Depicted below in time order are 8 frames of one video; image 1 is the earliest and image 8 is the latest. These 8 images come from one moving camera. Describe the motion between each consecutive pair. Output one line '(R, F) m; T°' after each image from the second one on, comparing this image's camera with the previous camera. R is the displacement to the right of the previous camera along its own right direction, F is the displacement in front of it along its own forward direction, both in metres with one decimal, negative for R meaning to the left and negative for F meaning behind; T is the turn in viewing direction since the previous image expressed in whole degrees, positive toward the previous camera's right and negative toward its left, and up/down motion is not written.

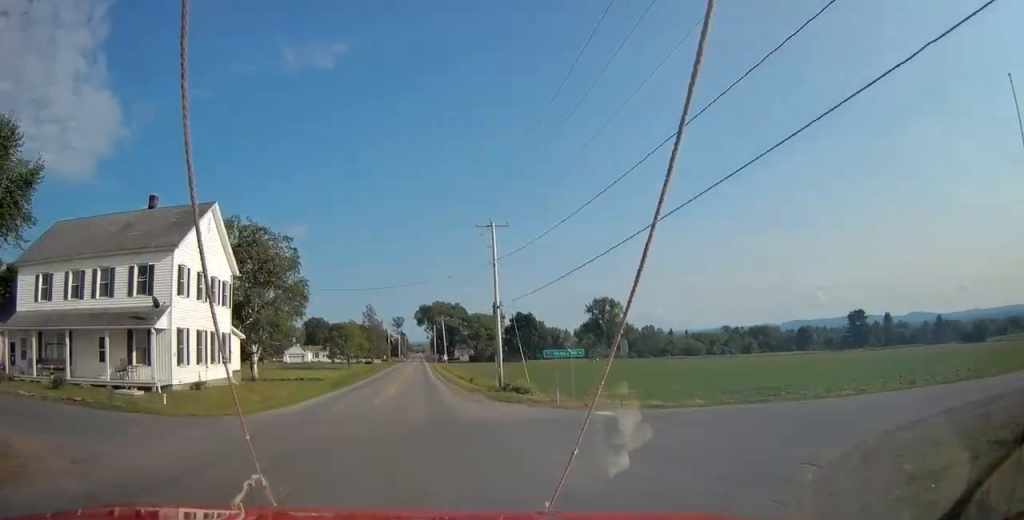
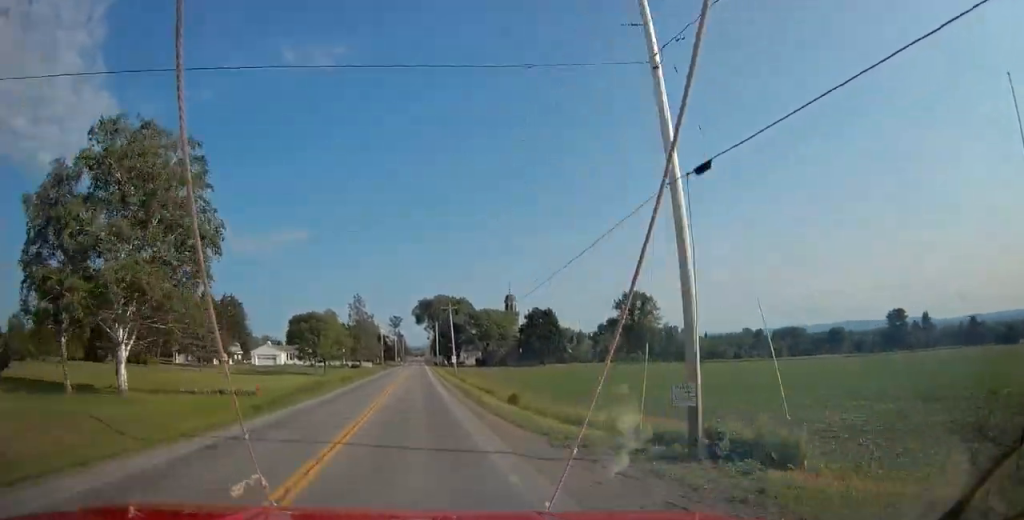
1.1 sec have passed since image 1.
(0.0, +29.2) m; 0°
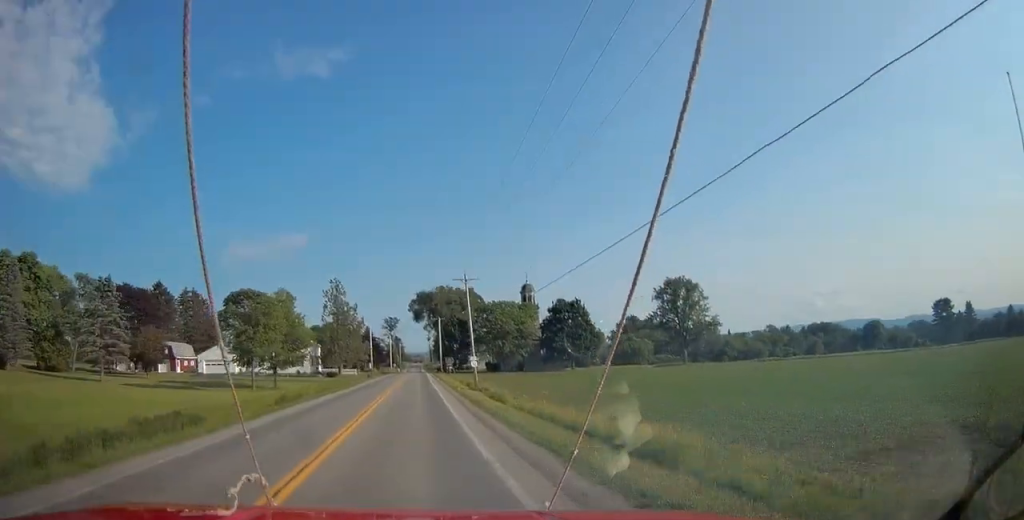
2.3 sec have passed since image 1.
(0.0, +30.9) m; 0°
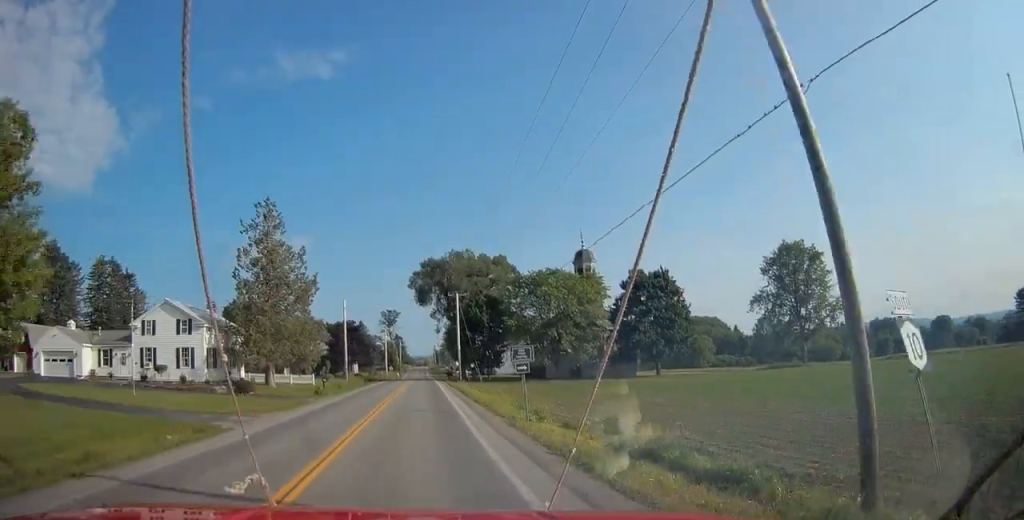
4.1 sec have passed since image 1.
(+0.1, +46.4) m; 0°
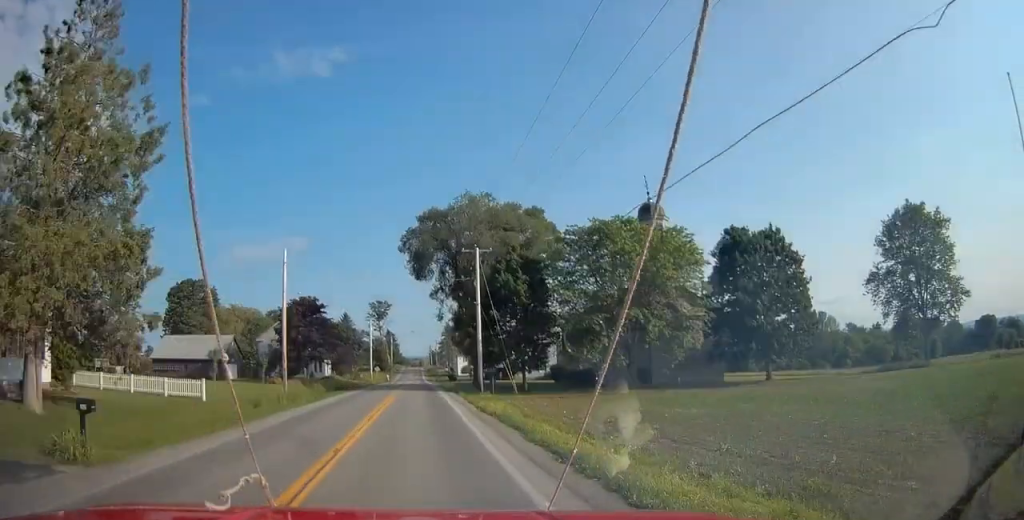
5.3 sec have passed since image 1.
(+0.2, +31.0) m; 0°
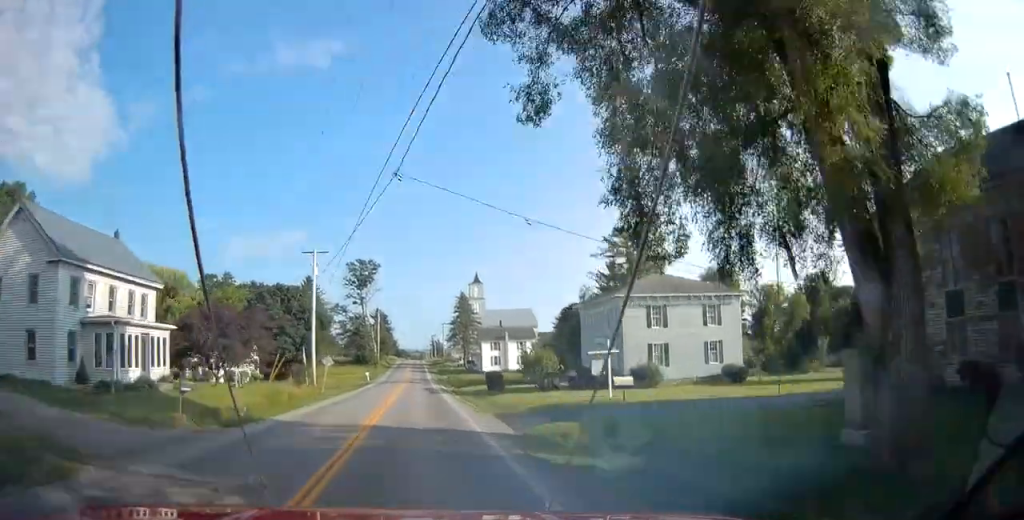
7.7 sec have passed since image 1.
(-0.2, +60.3) m; 0°
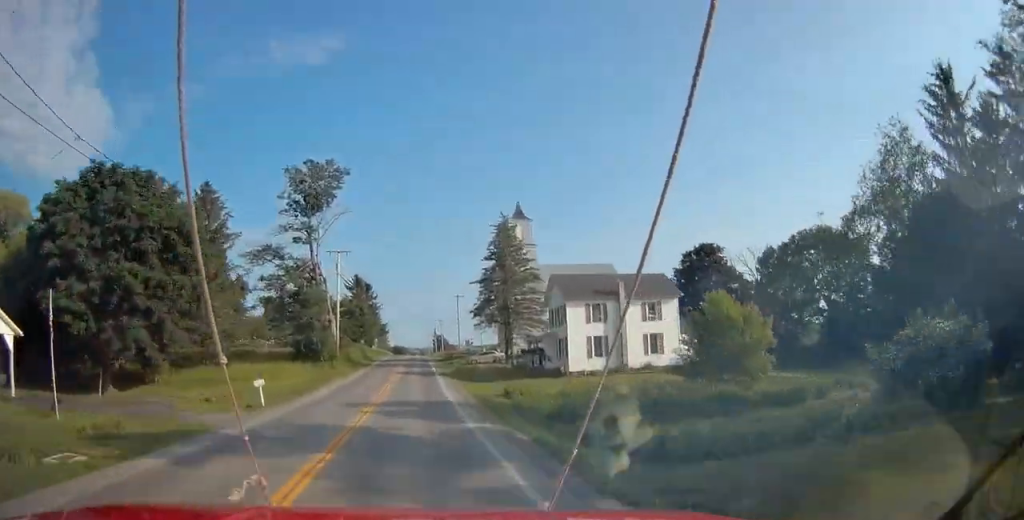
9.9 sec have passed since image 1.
(0.0, +58.3) m; 0°
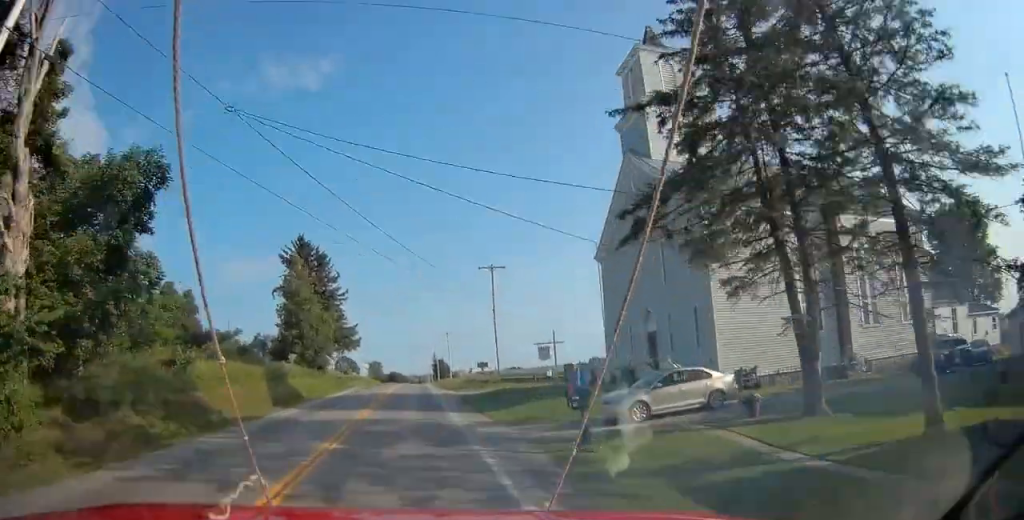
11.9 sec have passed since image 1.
(+0.3, +50.9) m; 0°
